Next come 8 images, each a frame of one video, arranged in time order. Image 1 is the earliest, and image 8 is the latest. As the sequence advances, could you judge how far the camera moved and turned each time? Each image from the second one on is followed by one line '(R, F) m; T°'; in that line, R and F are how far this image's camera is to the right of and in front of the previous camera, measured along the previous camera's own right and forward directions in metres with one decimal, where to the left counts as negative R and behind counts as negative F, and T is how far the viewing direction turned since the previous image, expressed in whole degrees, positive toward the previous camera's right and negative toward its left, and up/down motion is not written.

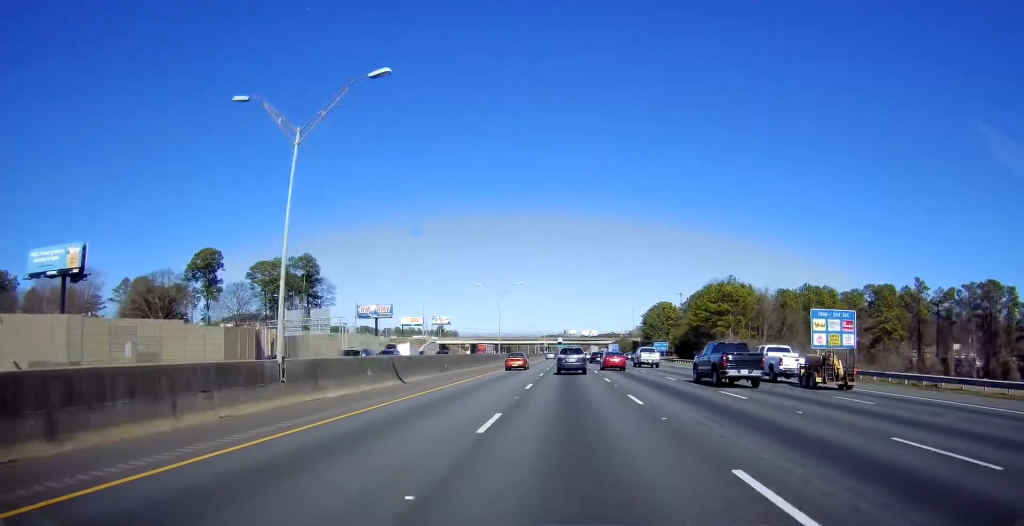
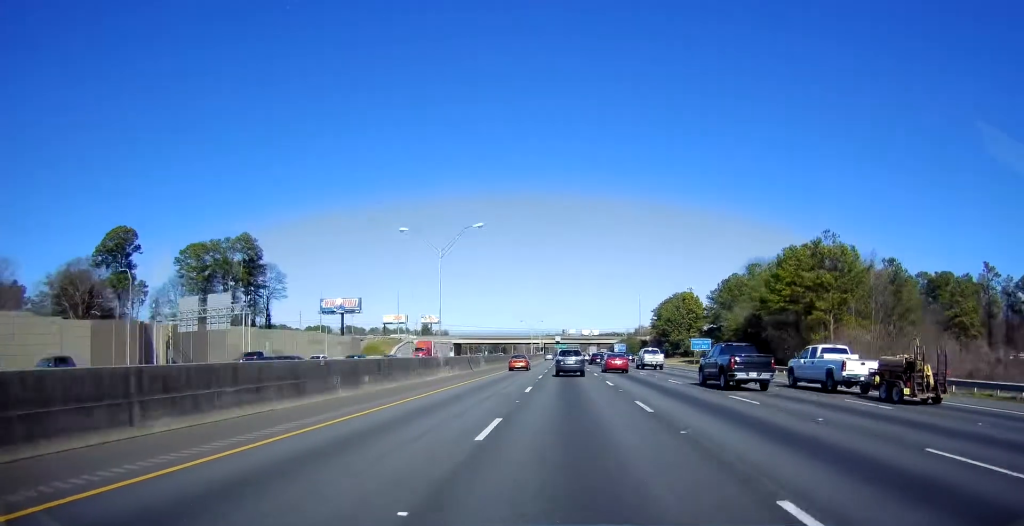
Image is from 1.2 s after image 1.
(0.0, +37.4) m; 0°
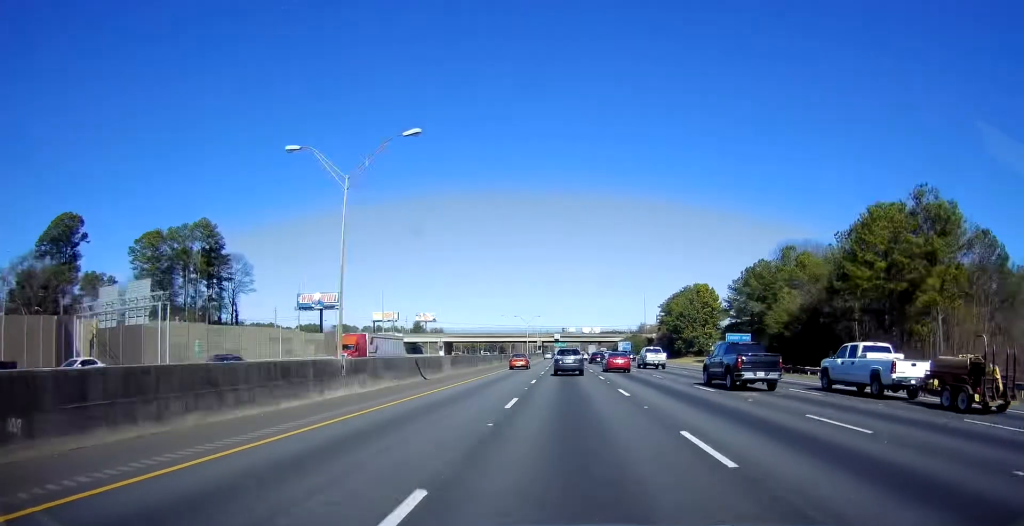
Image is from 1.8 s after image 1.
(0.0, +18.7) m; 0°
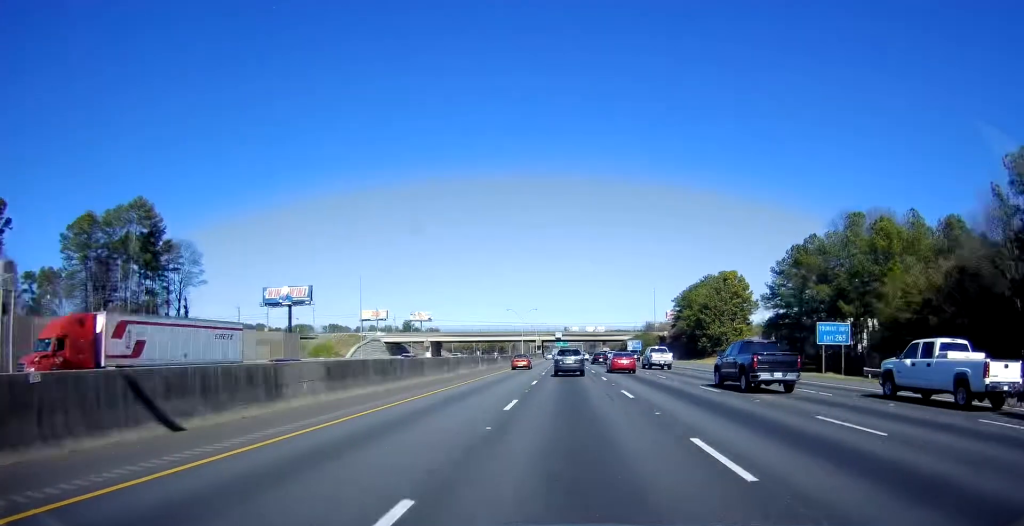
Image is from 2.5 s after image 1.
(0.0, +24.4) m; 0°
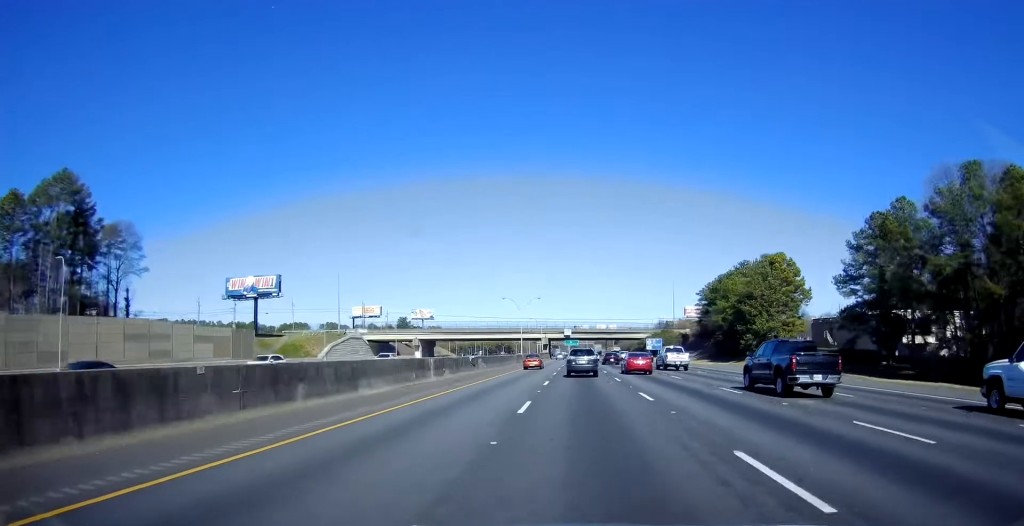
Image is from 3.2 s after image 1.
(0.0, +24.6) m; 0°
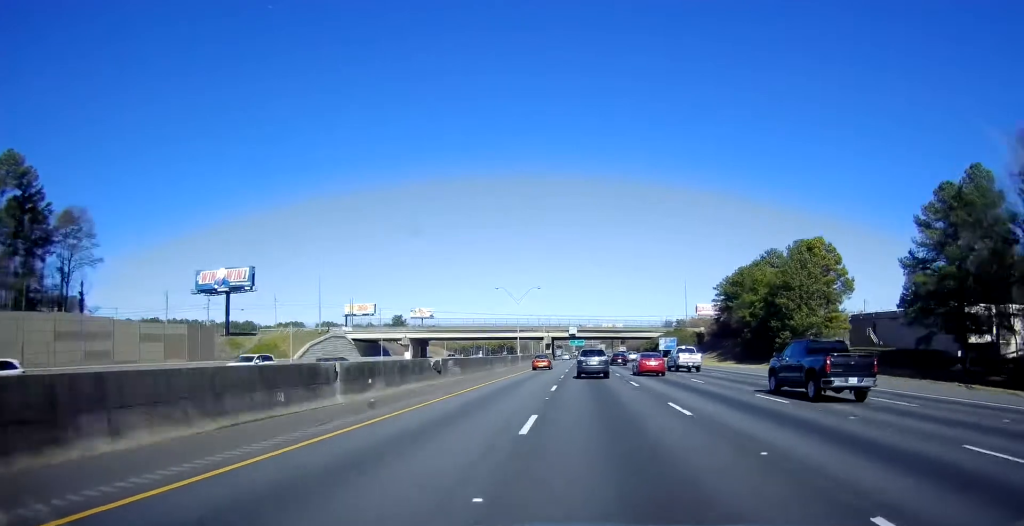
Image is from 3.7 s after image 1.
(+0.1, +15.2) m; 0°
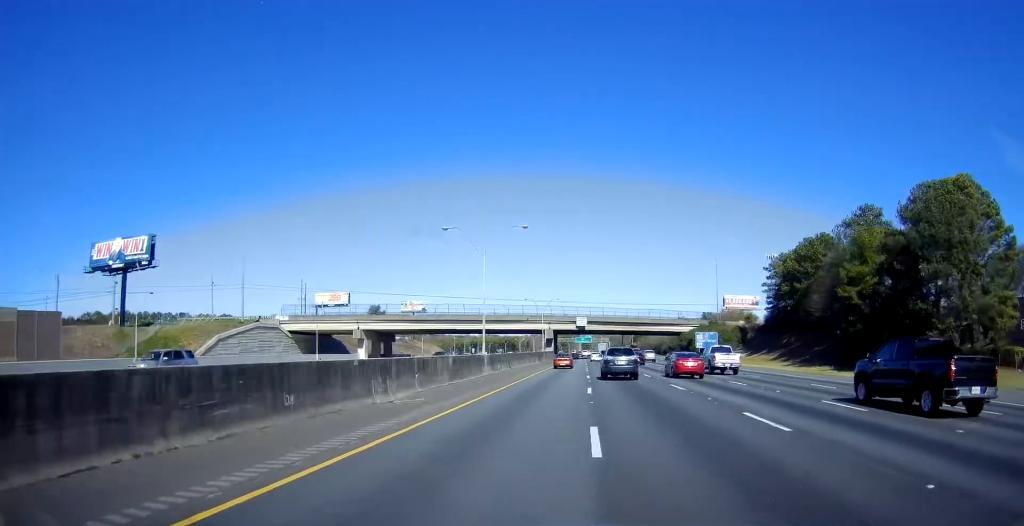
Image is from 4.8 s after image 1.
(-0.4, +37.9) m; 0°
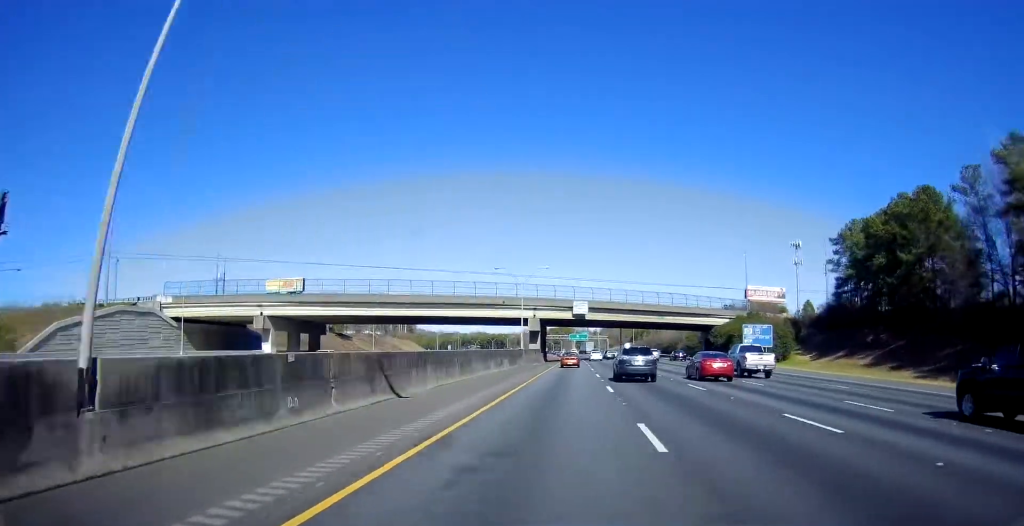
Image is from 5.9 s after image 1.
(+0.5, +35.6) m; -1°
